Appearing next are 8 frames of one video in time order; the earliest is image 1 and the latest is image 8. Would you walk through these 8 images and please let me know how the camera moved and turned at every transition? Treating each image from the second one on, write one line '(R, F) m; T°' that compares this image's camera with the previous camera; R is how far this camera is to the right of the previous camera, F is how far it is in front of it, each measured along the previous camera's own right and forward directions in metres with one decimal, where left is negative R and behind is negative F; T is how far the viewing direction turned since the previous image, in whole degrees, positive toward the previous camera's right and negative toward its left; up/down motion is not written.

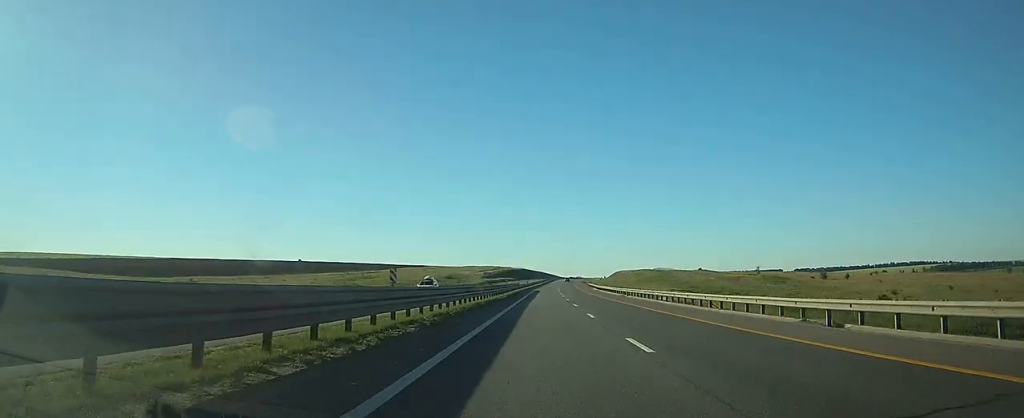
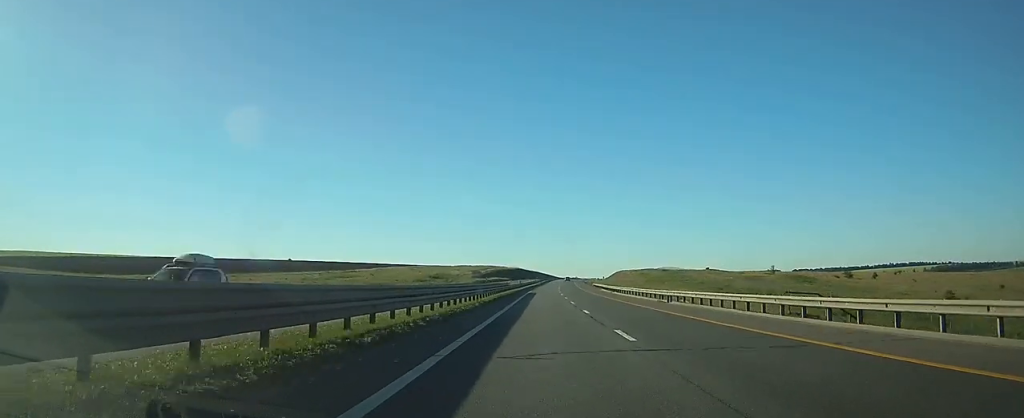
(+0.1, +21.9) m; +1°
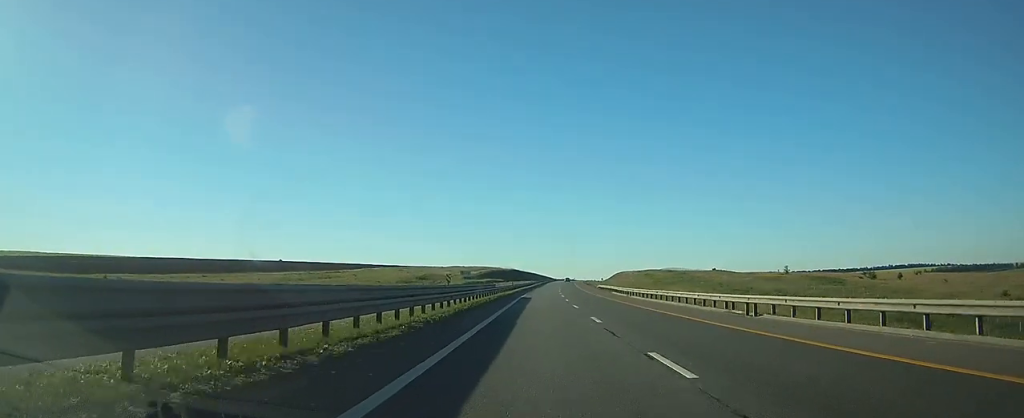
(0.0, +17.3) m; 0°
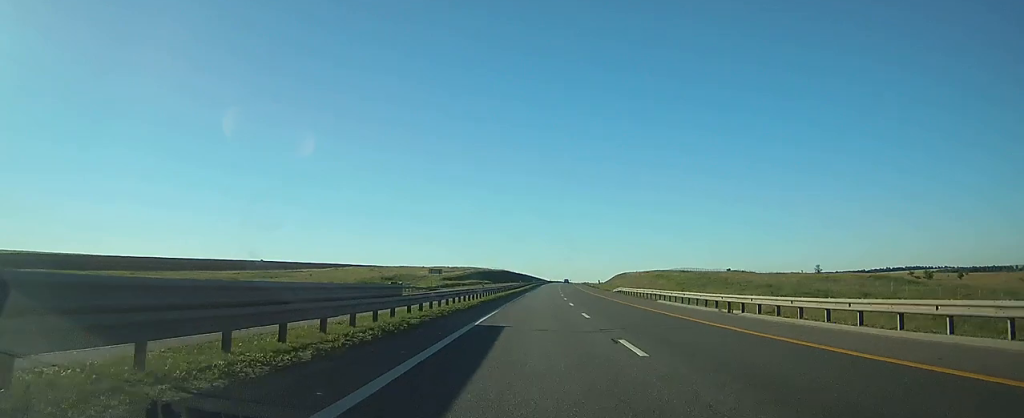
(+0.2, +33.4) m; +1°
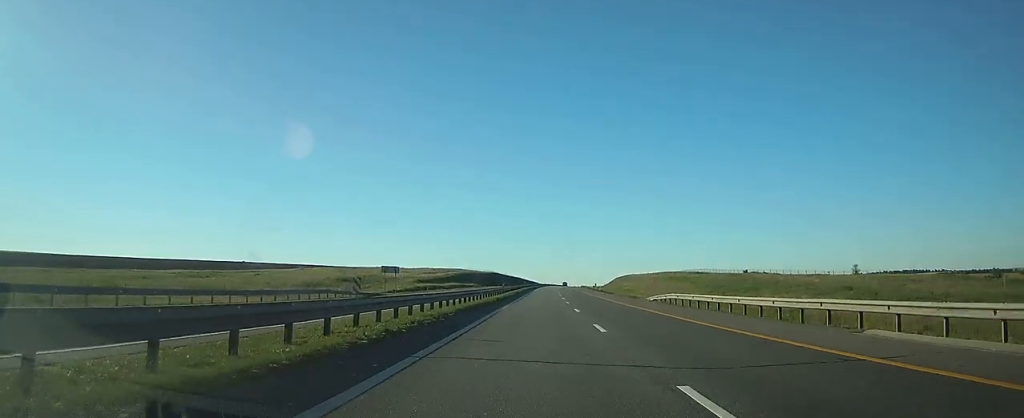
(+0.1, +29.8) m; +1°
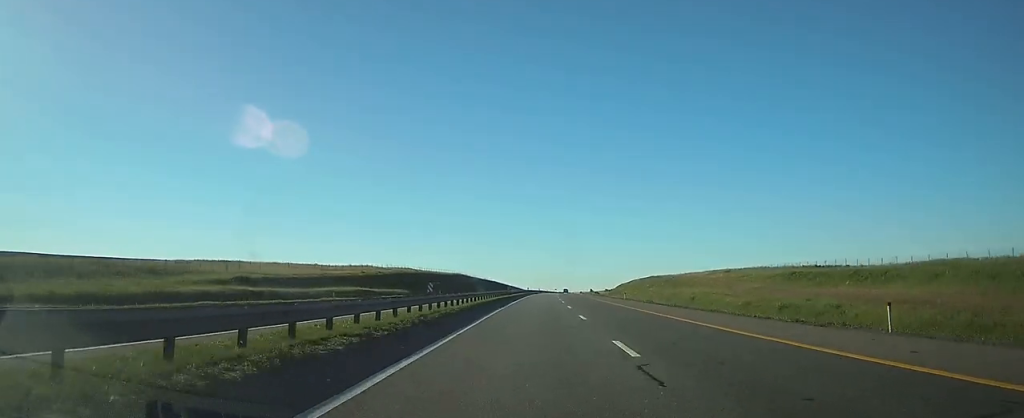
(+1.5, +89.2) m; +2°
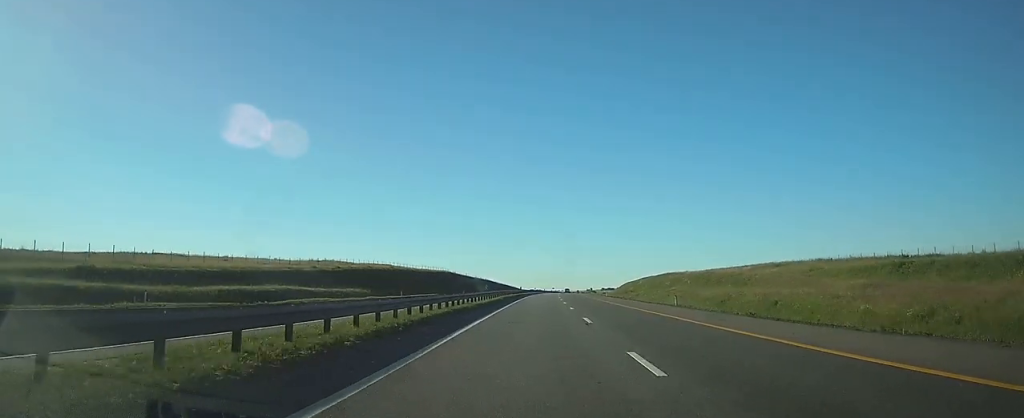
(0.0, +26.2) m; 0°
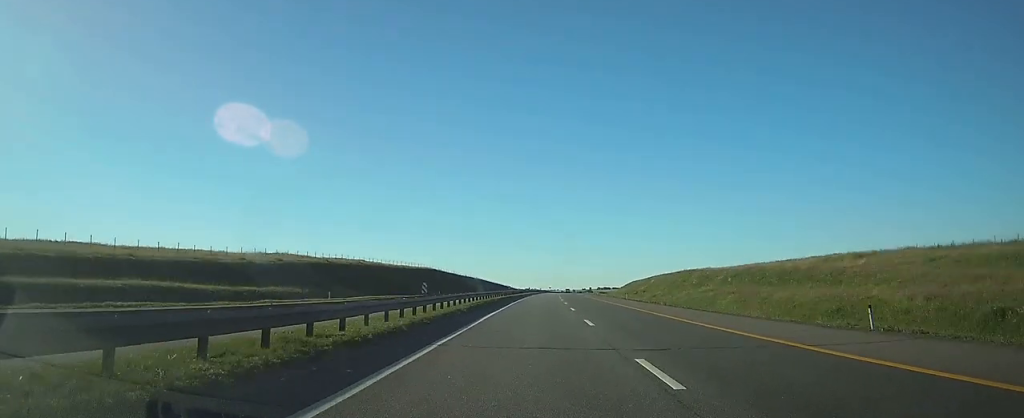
(0.0, +25.0) m; 0°
